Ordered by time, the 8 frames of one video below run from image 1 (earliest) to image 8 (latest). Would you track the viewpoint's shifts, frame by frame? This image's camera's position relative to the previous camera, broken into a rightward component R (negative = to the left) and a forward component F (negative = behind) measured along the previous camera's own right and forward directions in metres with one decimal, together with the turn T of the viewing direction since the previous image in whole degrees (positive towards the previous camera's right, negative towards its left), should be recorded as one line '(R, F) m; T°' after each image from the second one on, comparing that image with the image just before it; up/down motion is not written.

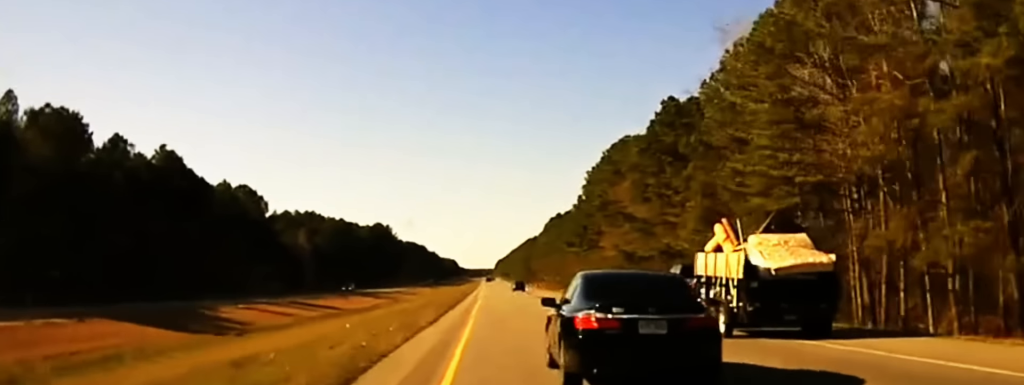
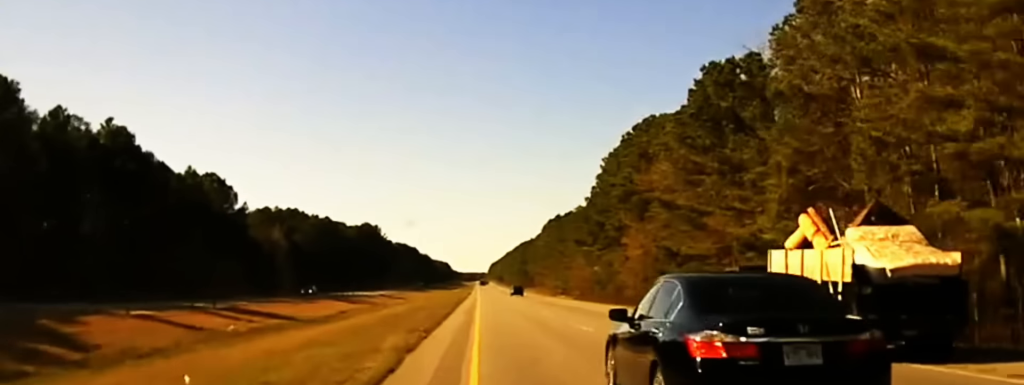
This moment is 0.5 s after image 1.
(0.0, +18.9) m; 0°
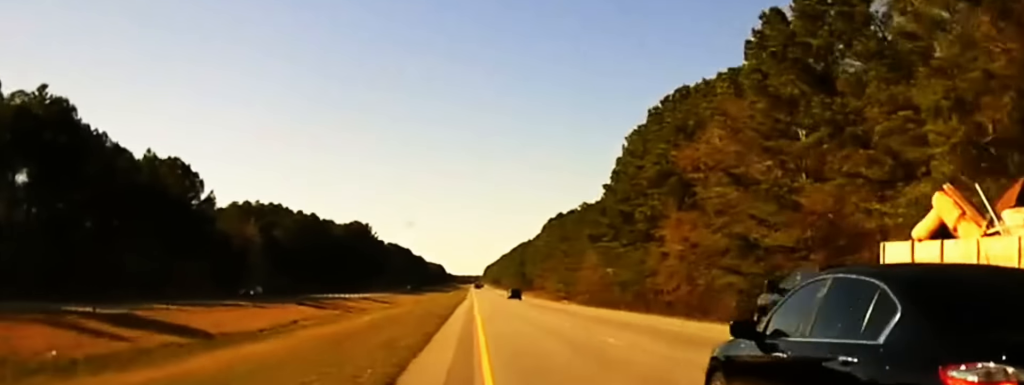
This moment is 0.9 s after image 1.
(0.0, +17.5) m; 0°
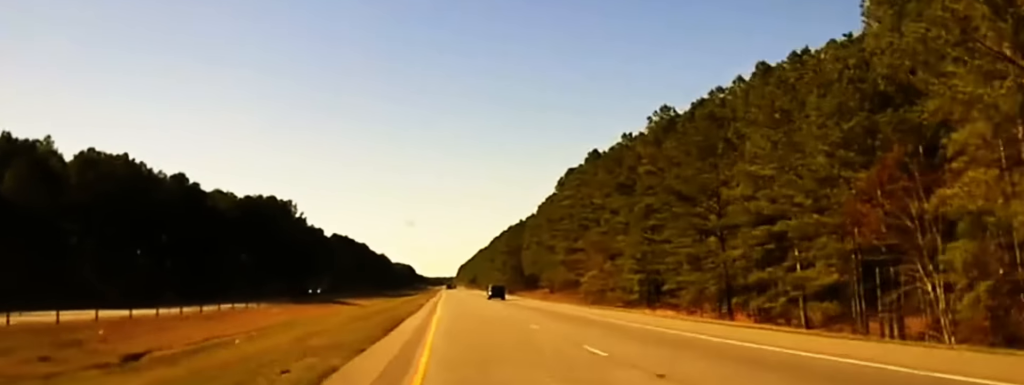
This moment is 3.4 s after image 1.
(+2.4, +104.7) m; +2°
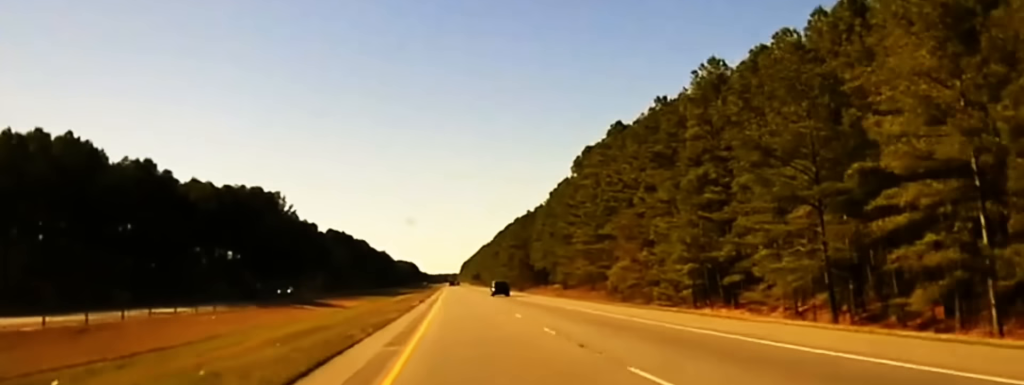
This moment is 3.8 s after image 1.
(+0.1, +18.9) m; 0°
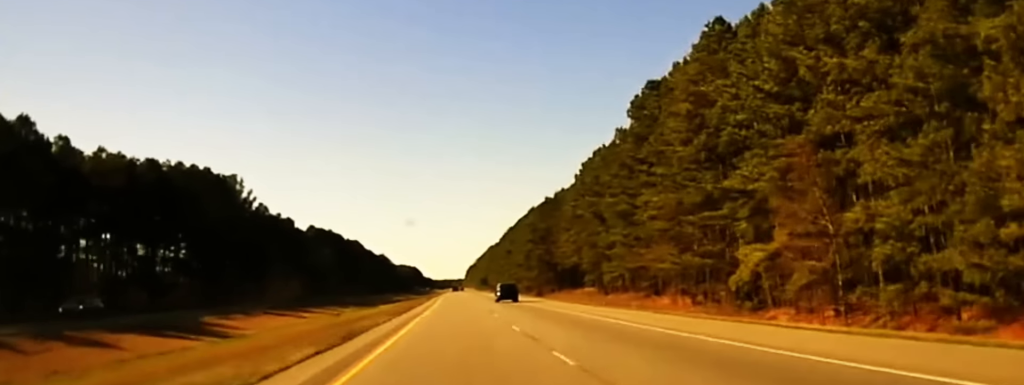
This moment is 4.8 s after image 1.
(-0.6, +45.8) m; -1°
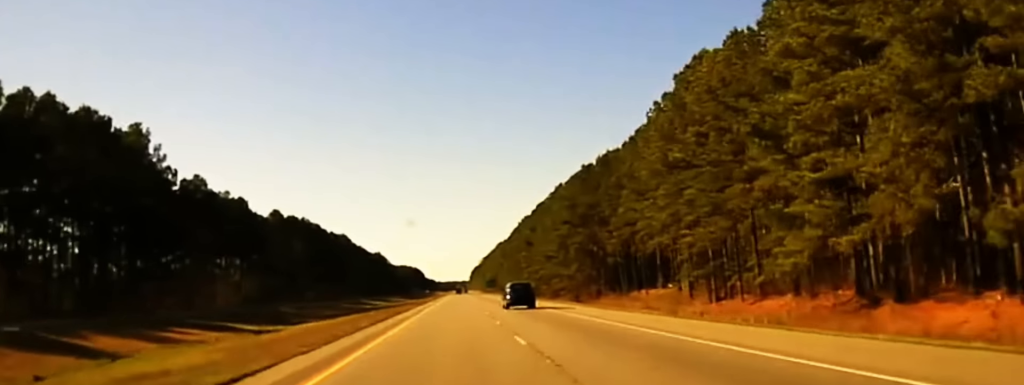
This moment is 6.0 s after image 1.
(-0.1, +57.1) m; 0°
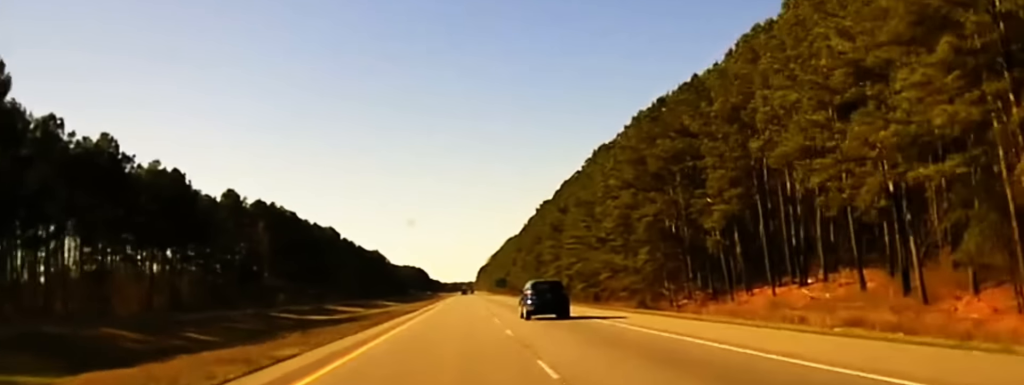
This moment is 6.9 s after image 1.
(0.0, +45.7) m; 0°
